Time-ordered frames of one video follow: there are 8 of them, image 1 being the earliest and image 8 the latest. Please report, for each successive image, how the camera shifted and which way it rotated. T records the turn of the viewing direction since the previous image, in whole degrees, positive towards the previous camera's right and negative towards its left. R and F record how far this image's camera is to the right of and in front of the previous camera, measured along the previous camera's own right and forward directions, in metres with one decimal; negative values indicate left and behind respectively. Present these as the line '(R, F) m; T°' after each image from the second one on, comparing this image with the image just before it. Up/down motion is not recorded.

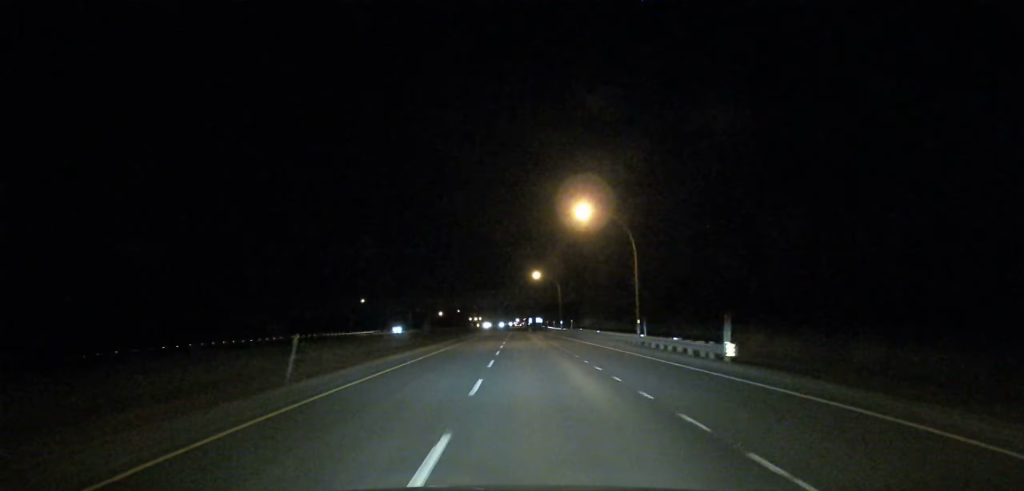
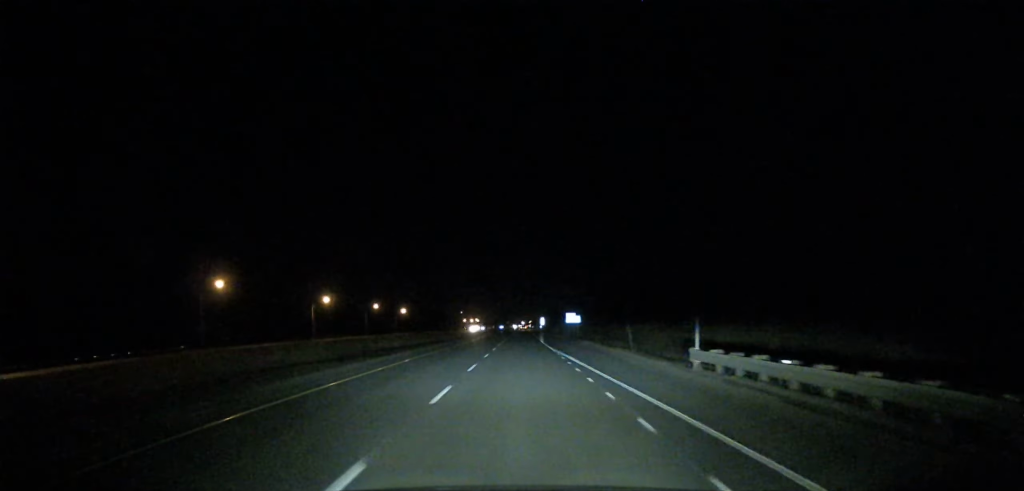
(-0.9, +151.7) m; 0°
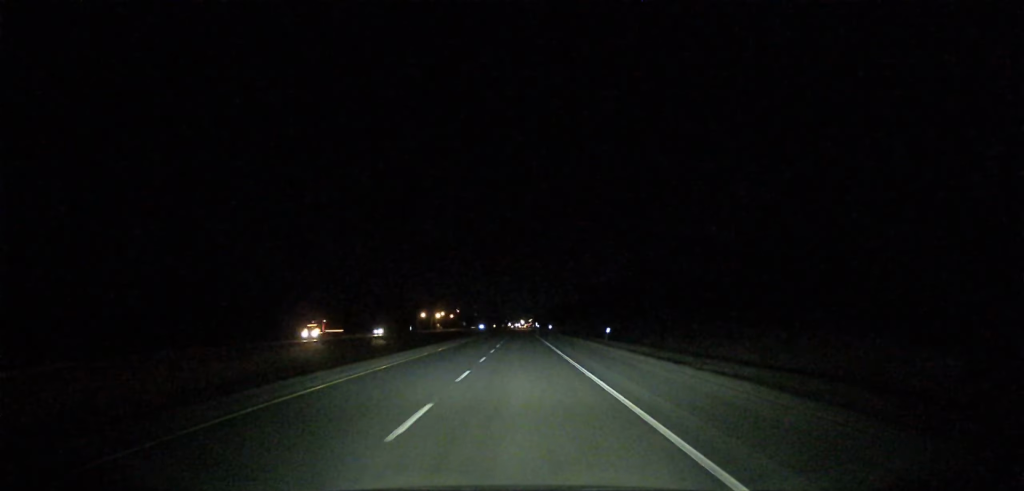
(-0.6, +268.8) m; 0°
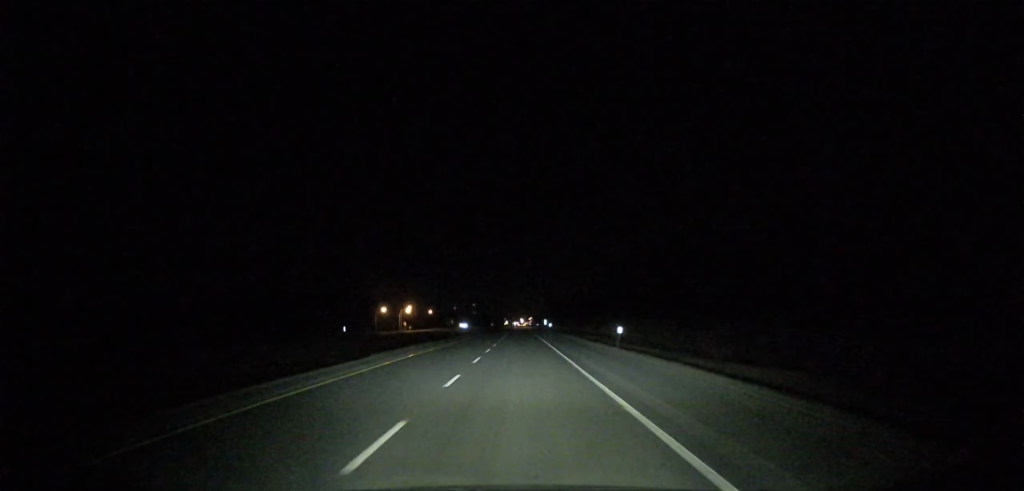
(-0.2, +107.3) m; 0°
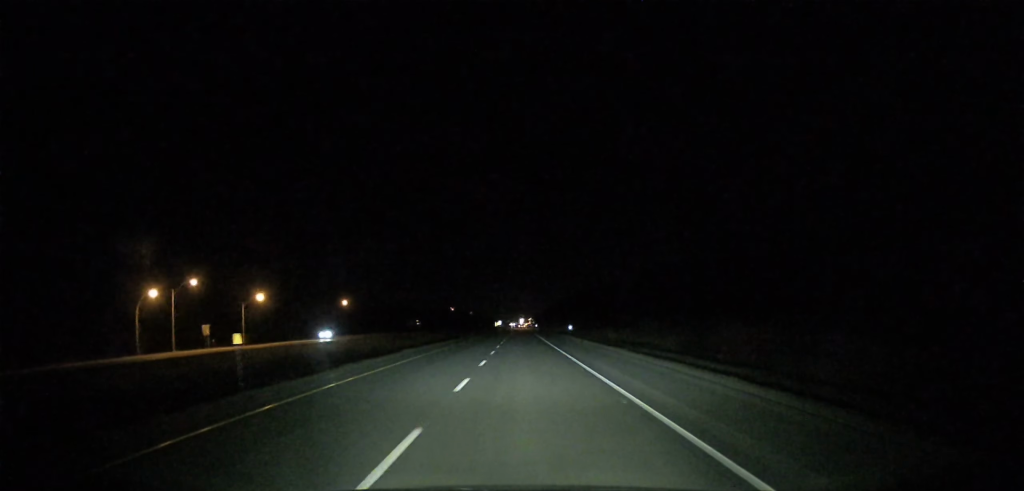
(+0.1, +176.9) m; 0°
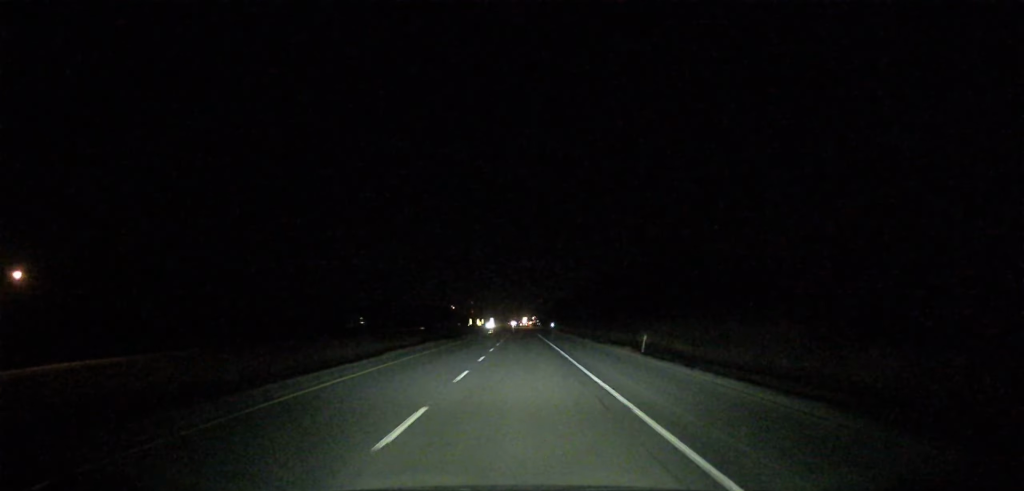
(-0.1, +130.0) m; 0°
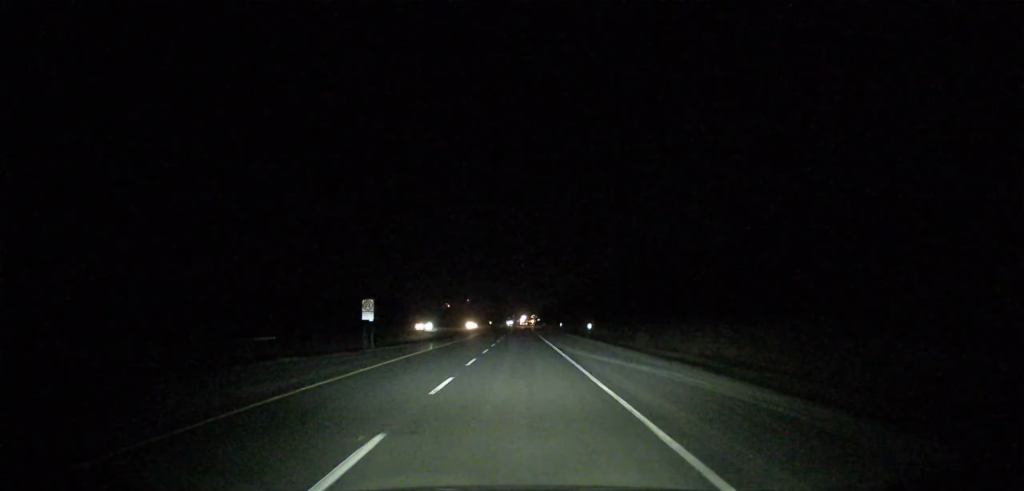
(-0.1, +198.5) m; 0°
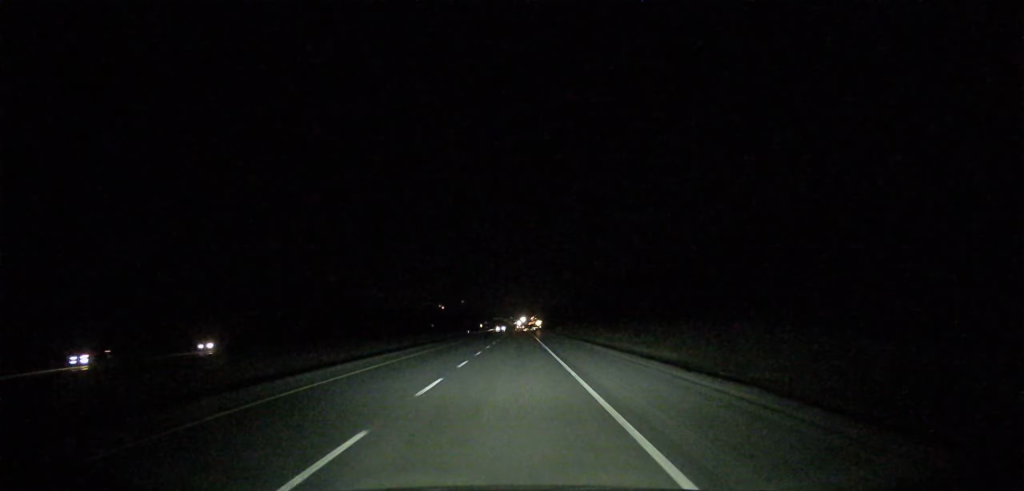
(+0.3, +215.2) m; 0°
